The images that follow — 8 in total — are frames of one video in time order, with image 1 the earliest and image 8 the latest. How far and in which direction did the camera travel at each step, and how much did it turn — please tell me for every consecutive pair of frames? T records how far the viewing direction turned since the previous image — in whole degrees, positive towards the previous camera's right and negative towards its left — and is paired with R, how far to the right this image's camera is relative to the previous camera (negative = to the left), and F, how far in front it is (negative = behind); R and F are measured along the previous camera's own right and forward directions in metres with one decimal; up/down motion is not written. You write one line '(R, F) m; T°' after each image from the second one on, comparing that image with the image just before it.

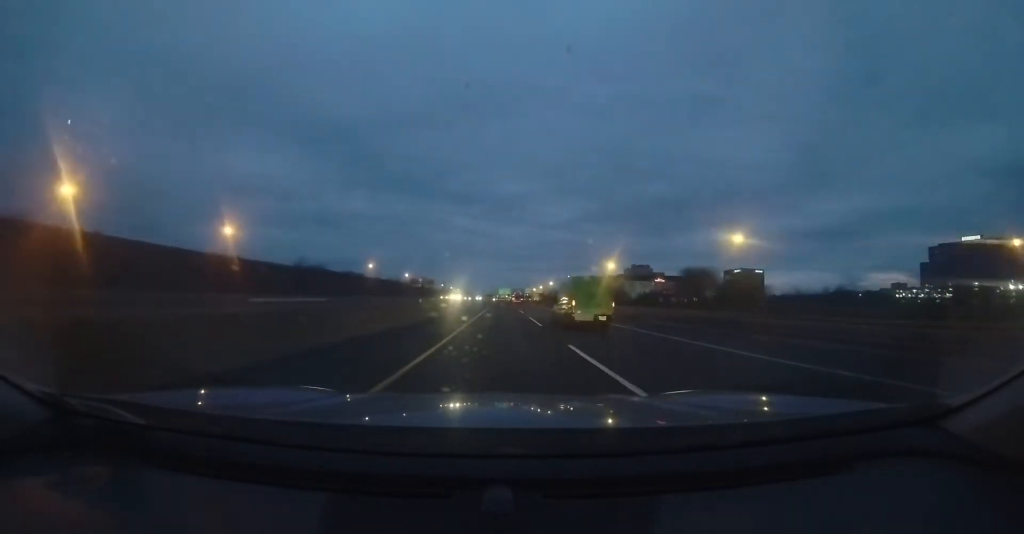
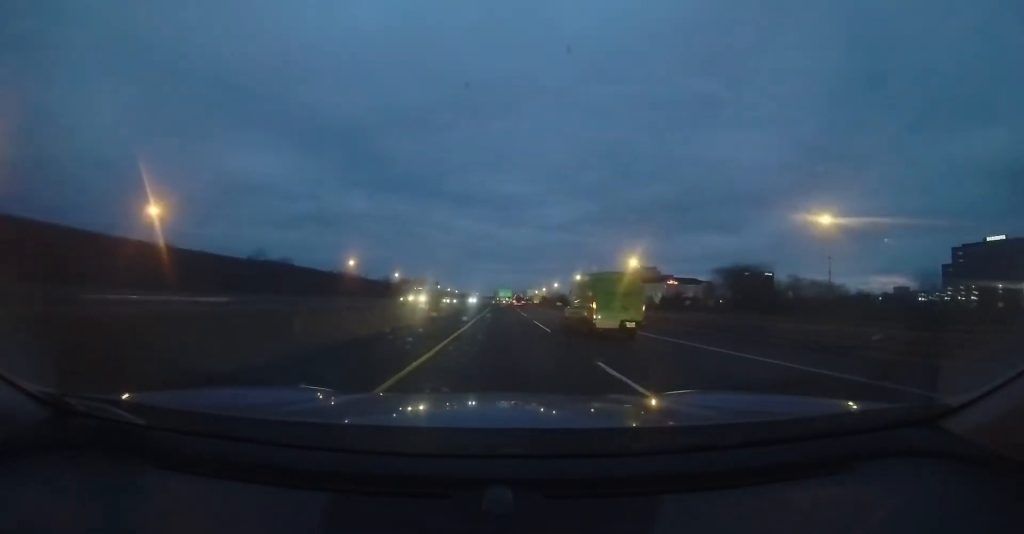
(0.0, +17.8) m; 0°
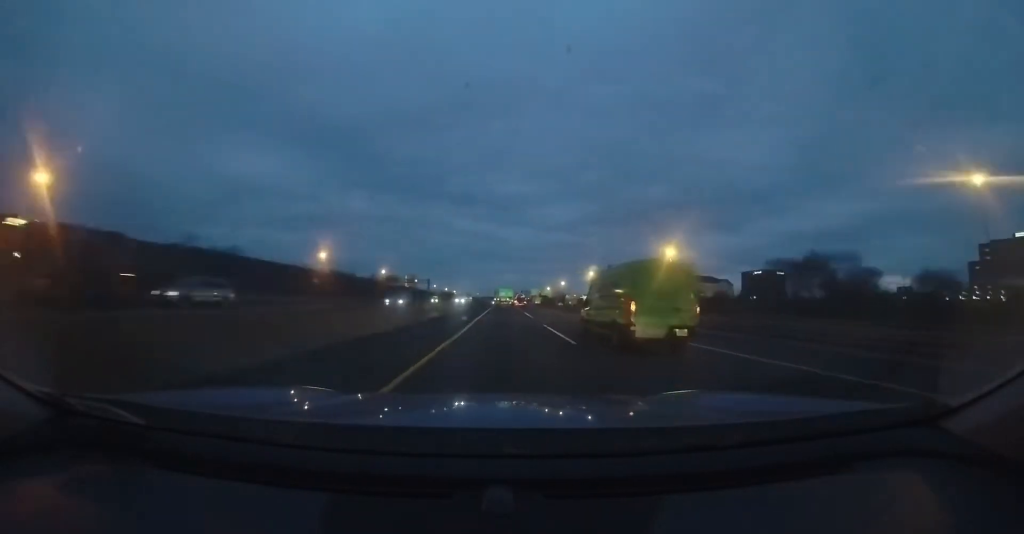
(-0.1, +19.7) m; 0°
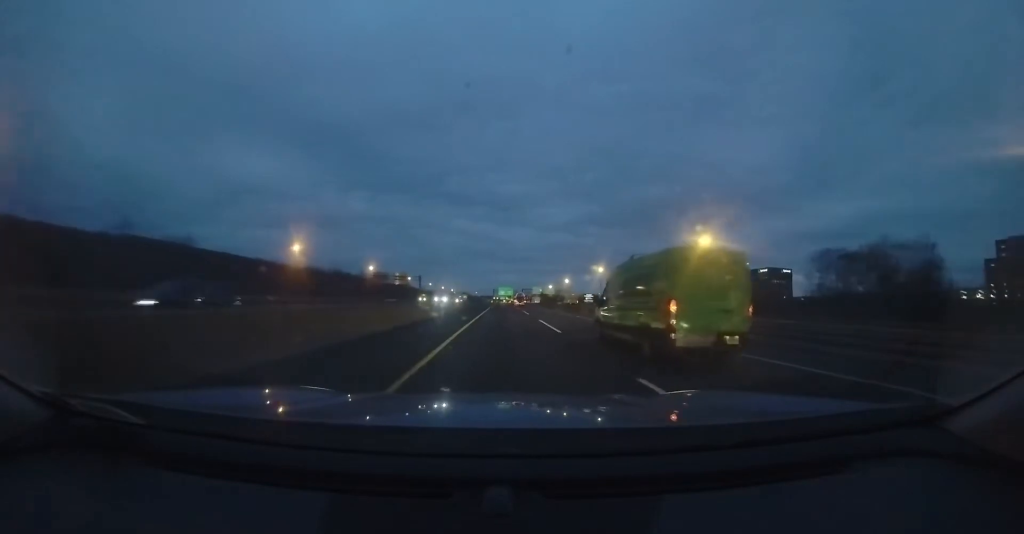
(0.0, +12.7) m; 0°
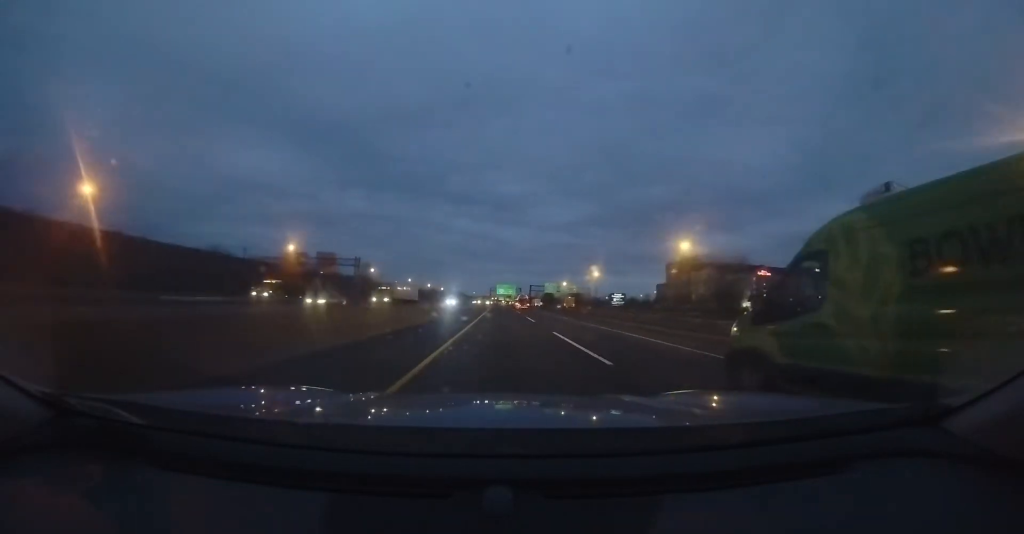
(-0.4, +52.5) m; 0°
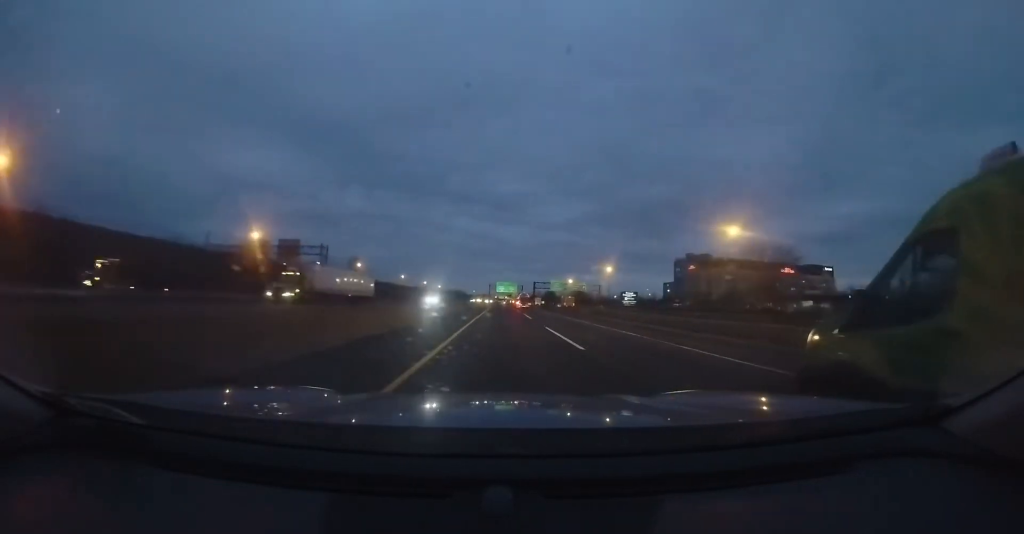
(+0.2, +13.4) m; +1°
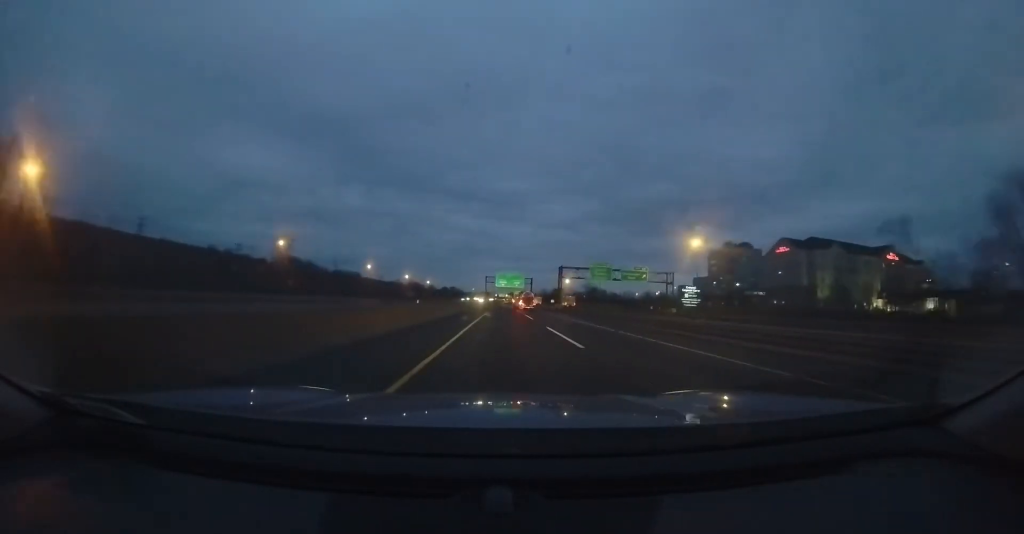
(+0.3, +45.5) m; 0°
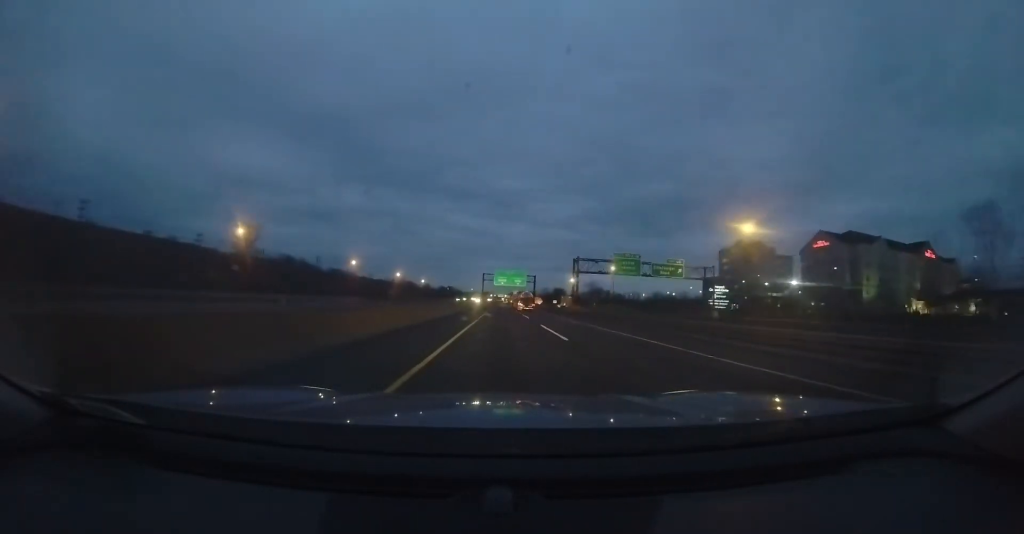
(+0.1, +13.2) m; 0°
